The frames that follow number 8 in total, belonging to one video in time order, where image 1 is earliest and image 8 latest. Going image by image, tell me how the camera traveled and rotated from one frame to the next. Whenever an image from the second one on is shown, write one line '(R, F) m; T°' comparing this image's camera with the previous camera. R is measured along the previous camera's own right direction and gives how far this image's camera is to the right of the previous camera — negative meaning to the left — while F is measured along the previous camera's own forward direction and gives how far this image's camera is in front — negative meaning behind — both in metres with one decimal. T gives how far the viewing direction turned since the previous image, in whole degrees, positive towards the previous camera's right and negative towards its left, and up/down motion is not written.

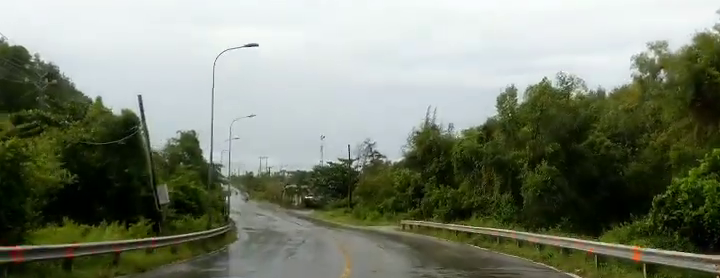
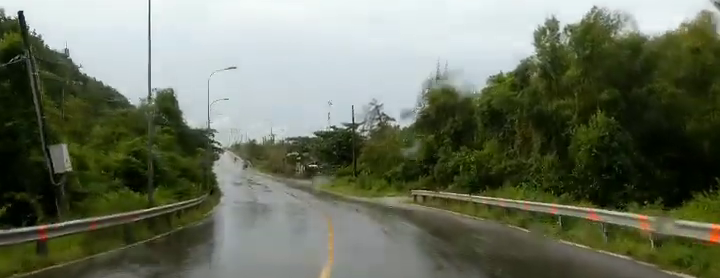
(+0.2, +10.6) m; 0°
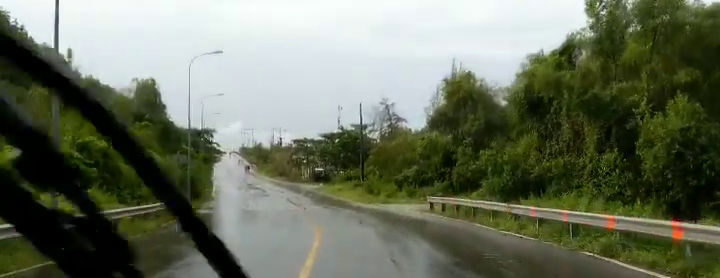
(-0.1, +9.0) m; 0°
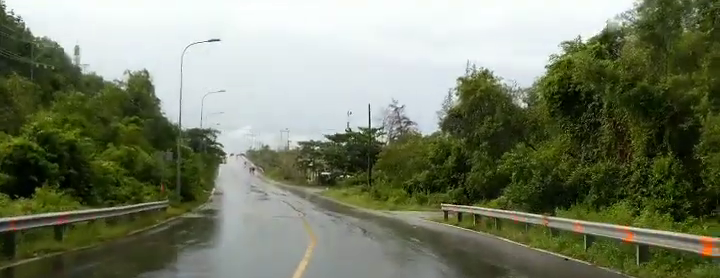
(-0.2, +4.9) m; 0°
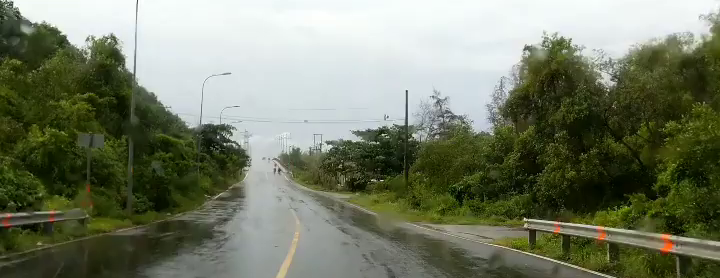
(+0.1, +15.4) m; -5°
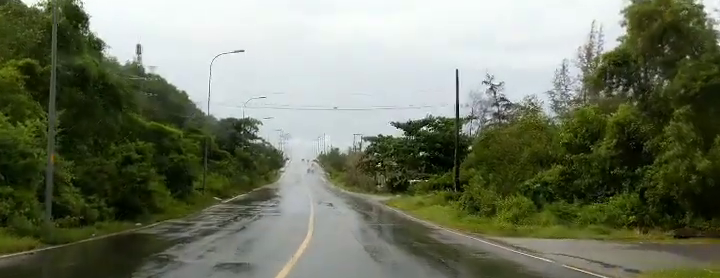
(-1.0, +11.2) m; -9°
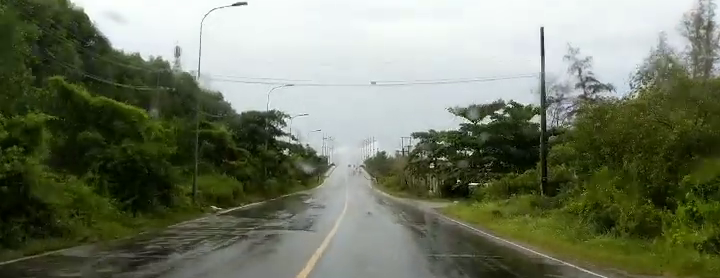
(-0.9, +13.8) m; +2°
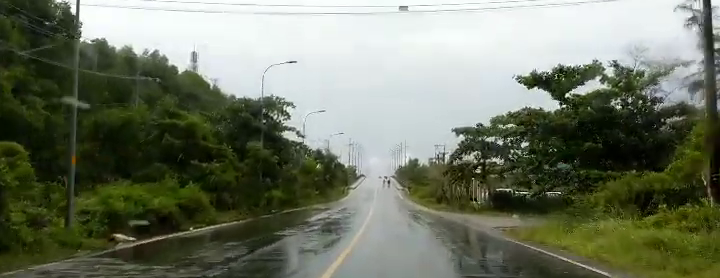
(+1.9, +16.4) m; +4°
